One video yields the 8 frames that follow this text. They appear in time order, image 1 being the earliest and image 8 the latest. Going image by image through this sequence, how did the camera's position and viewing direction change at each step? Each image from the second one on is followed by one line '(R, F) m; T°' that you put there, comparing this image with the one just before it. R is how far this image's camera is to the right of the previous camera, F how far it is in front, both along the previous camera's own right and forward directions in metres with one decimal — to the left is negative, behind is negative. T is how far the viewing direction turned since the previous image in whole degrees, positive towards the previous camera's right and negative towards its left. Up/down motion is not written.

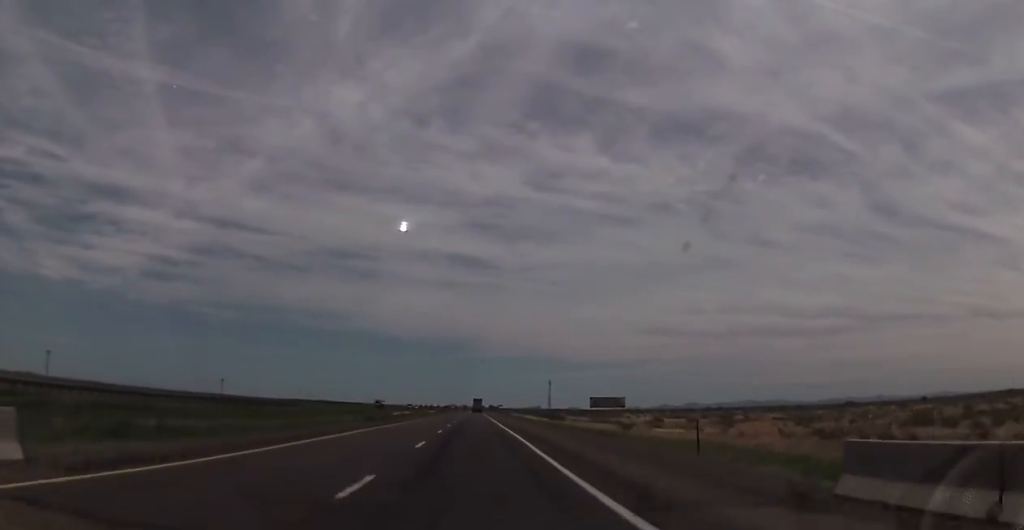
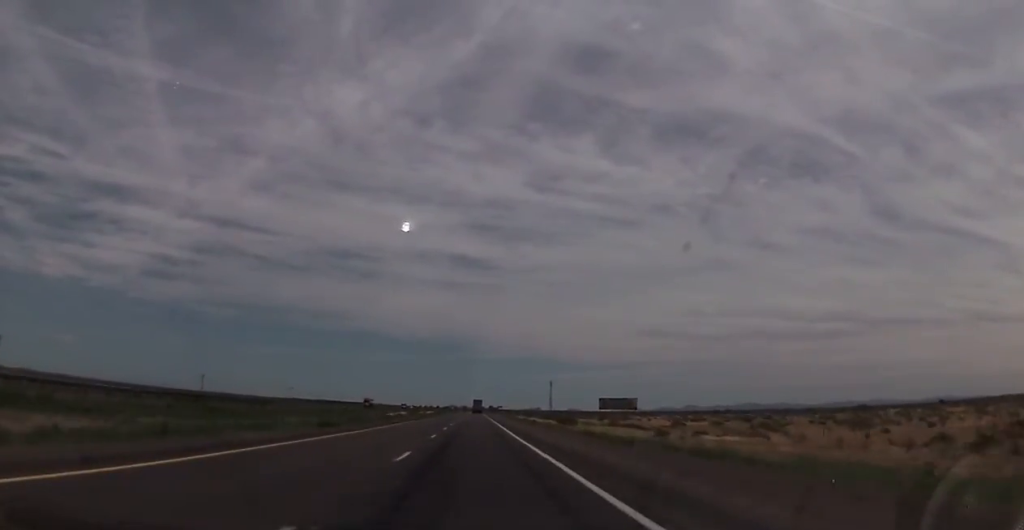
(0.0, +18.2) m; 0°
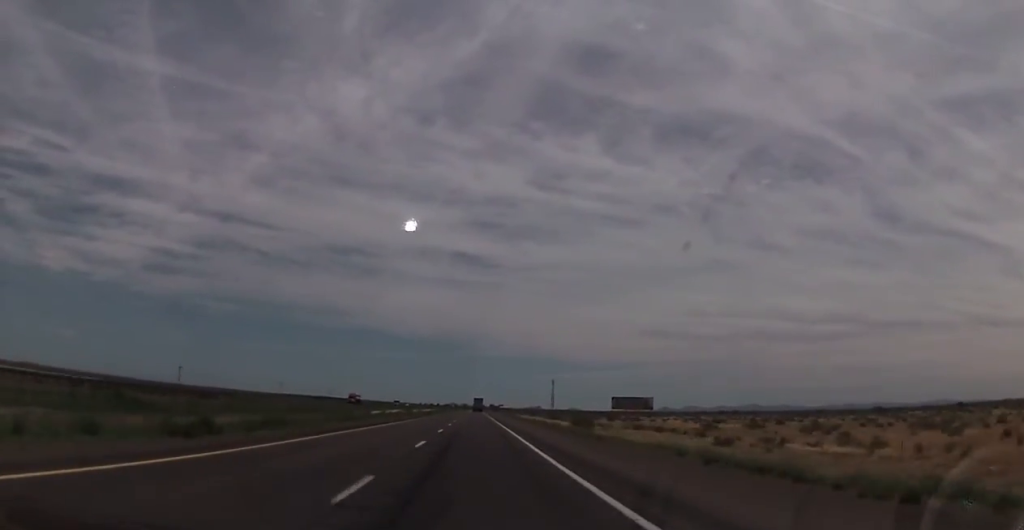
(-0.1, +20.7) m; 0°
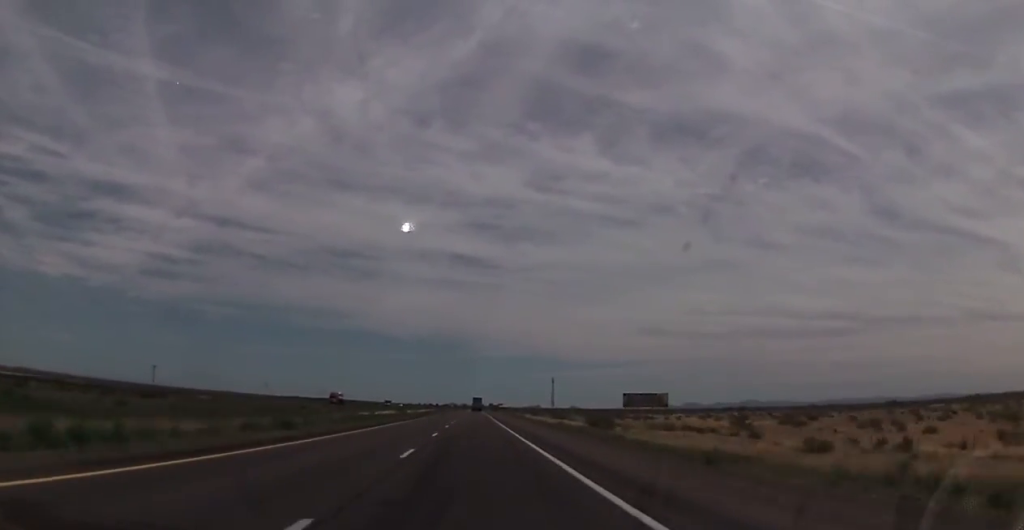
(0.0, +18.2) m; 0°
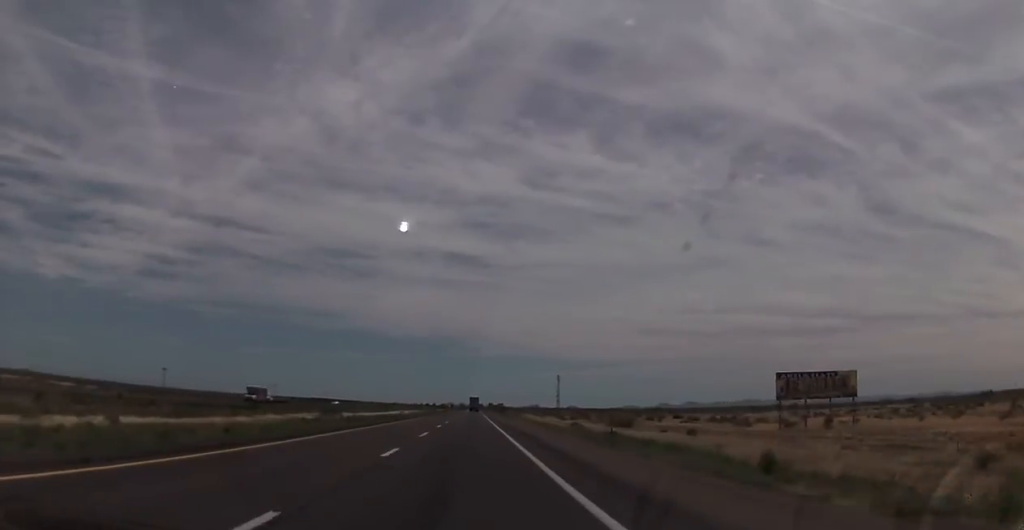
(+0.2, +92.6) m; 0°
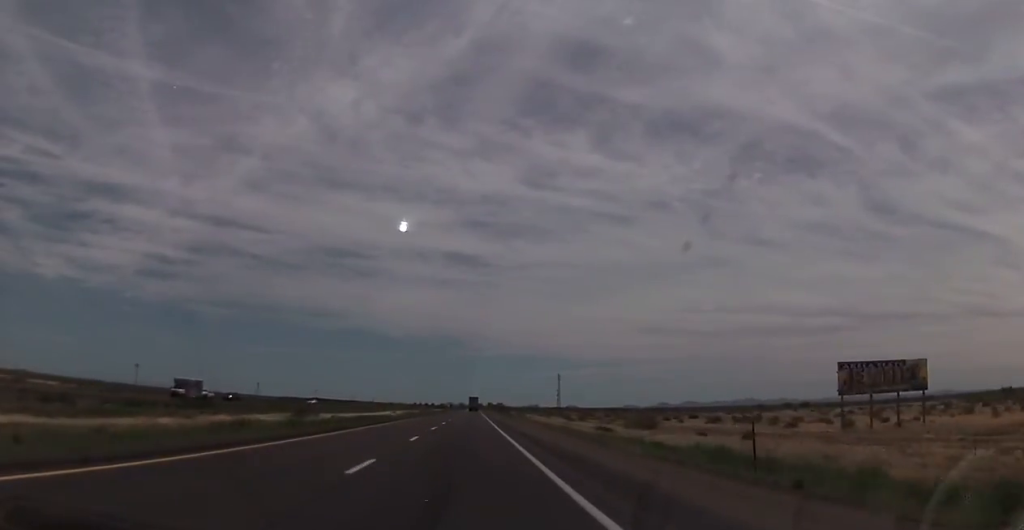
(0.0, +16.7) m; 0°
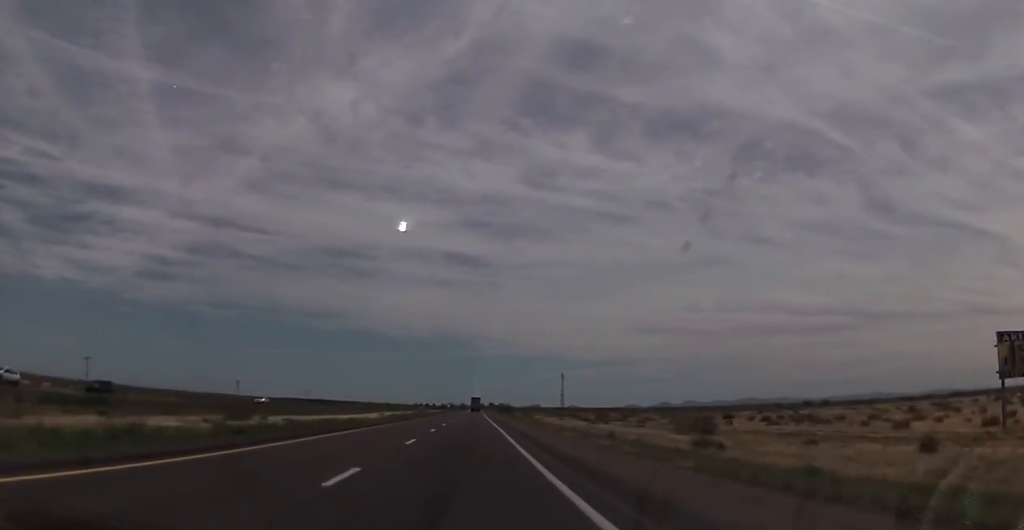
(0.0, +27.2) m; 0°
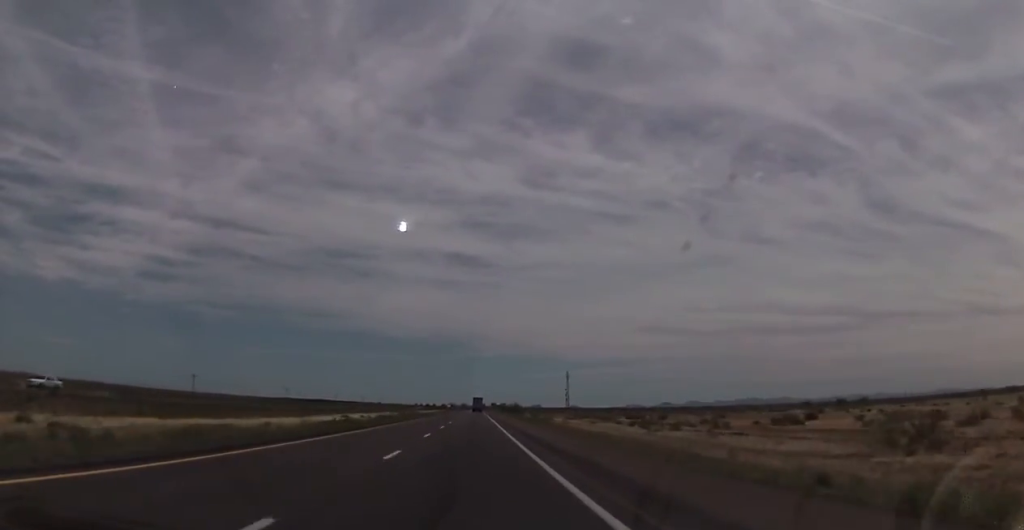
(-0.2, +47.3) m; 0°
